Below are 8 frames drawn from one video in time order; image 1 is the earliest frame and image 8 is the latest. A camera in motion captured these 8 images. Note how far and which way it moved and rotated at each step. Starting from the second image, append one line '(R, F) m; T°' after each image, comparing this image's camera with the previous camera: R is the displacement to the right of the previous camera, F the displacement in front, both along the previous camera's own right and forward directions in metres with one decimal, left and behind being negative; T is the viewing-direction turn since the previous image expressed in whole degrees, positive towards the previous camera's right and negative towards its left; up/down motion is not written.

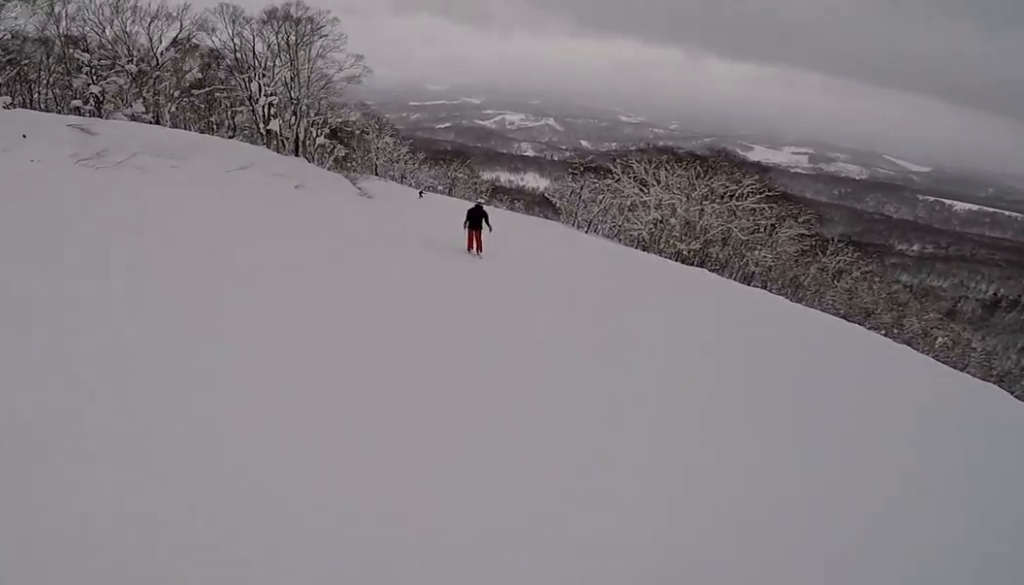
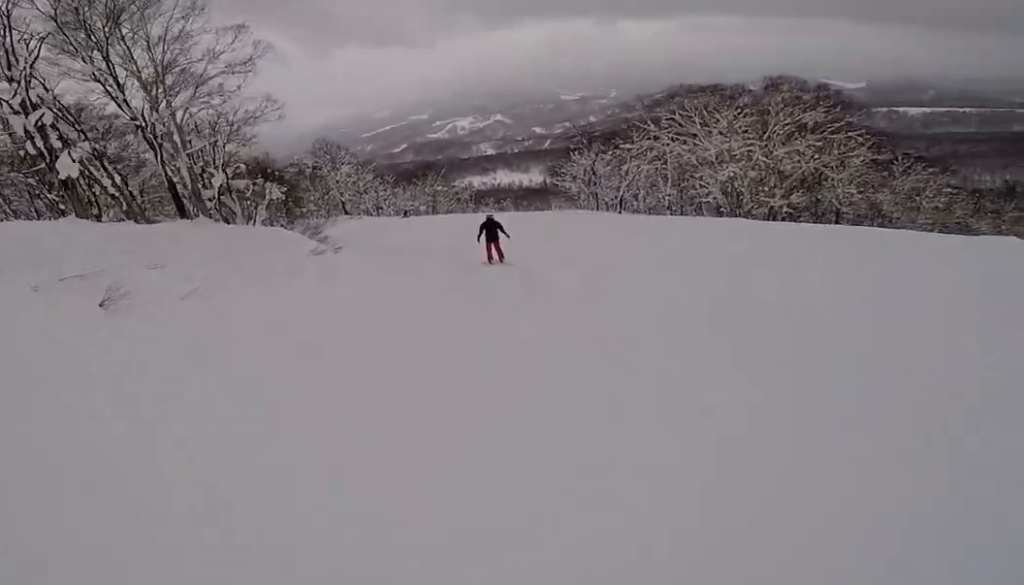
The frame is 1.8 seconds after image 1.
(+1.2, +19.7) m; +14°
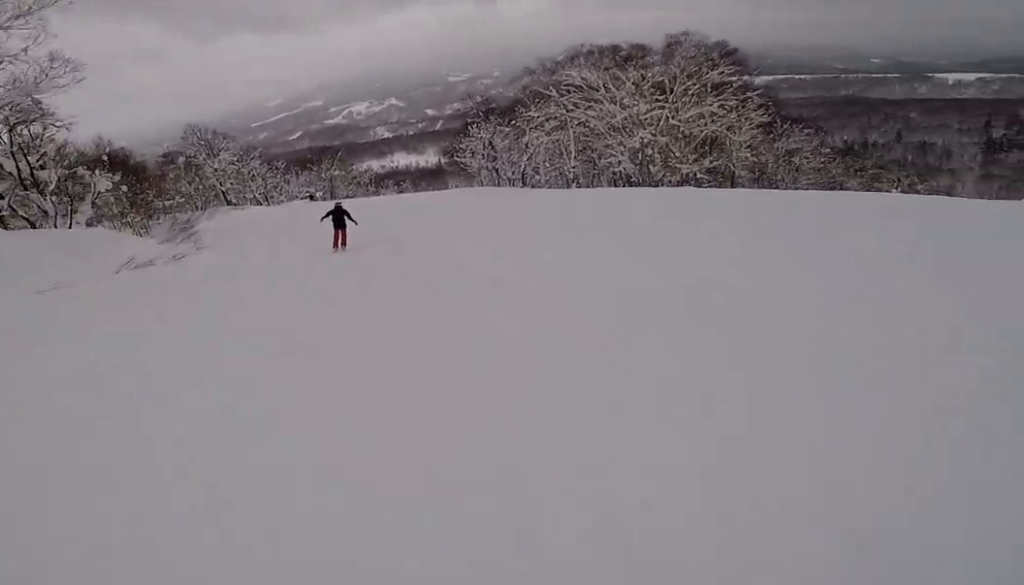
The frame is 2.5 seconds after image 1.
(+1.4, +7.0) m; +4°
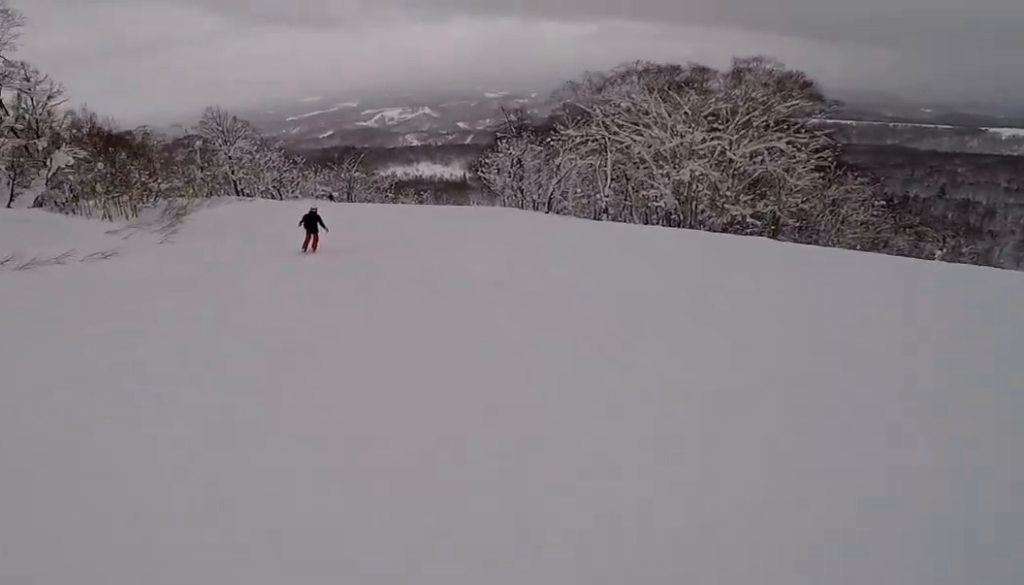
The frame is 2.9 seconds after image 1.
(+0.6, +4.6) m; +1°
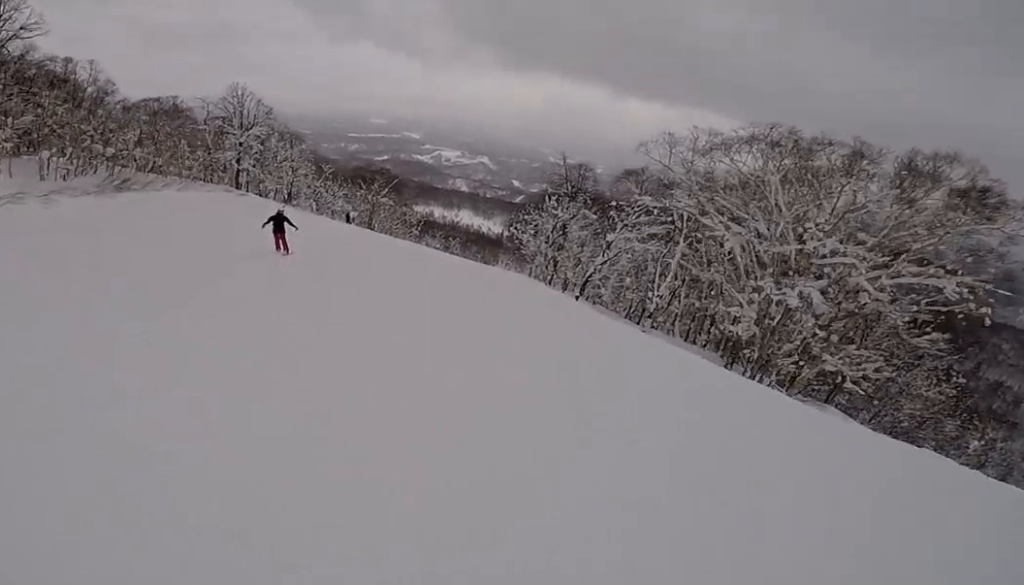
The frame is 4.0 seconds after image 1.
(-1.5, +11.1) m; -16°
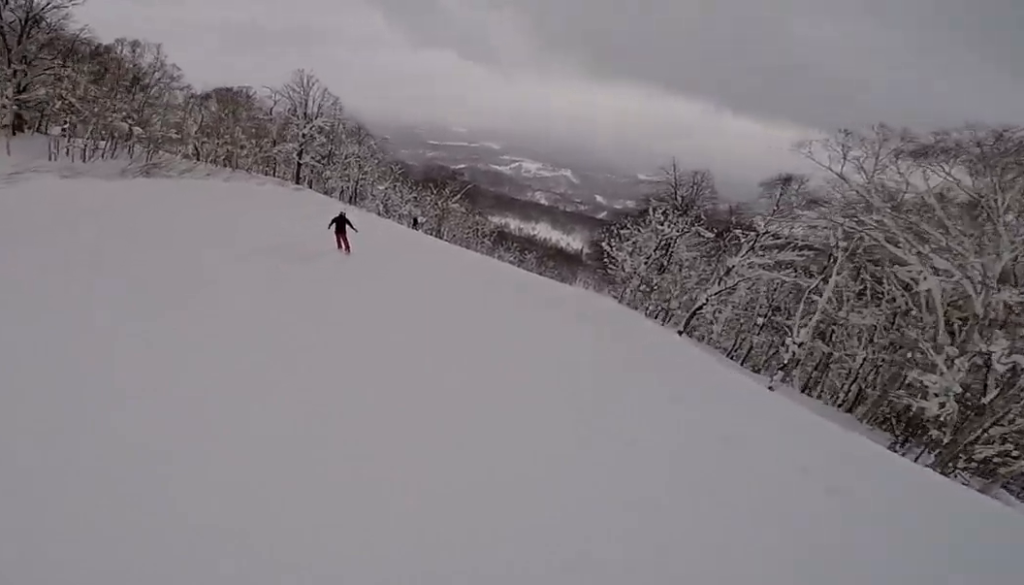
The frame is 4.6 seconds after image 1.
(-1.0, +6.9) m; -9°
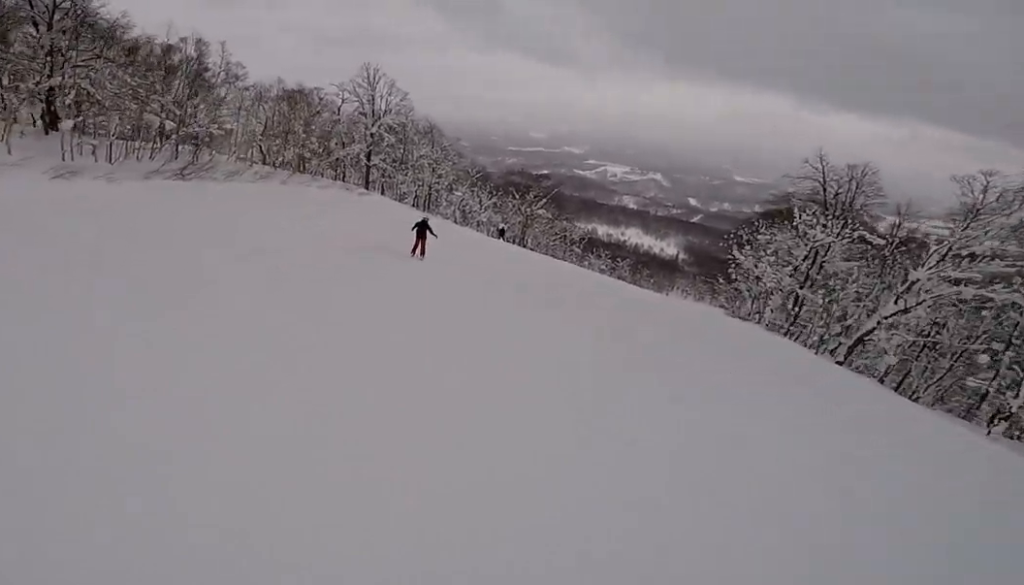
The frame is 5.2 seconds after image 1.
(-0.5, +6.3) m; -8°
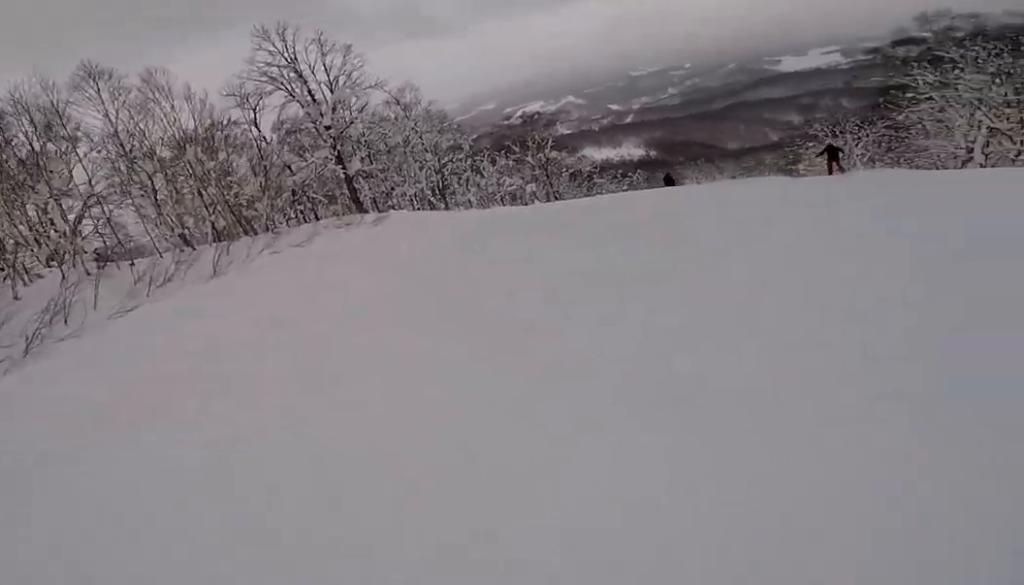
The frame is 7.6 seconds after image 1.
(-2.7, +22.9) m; +11°
